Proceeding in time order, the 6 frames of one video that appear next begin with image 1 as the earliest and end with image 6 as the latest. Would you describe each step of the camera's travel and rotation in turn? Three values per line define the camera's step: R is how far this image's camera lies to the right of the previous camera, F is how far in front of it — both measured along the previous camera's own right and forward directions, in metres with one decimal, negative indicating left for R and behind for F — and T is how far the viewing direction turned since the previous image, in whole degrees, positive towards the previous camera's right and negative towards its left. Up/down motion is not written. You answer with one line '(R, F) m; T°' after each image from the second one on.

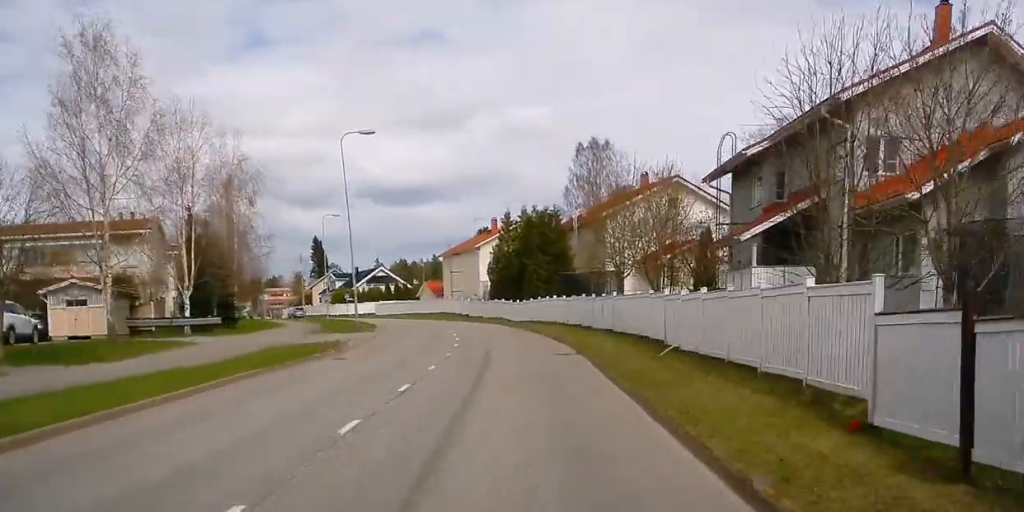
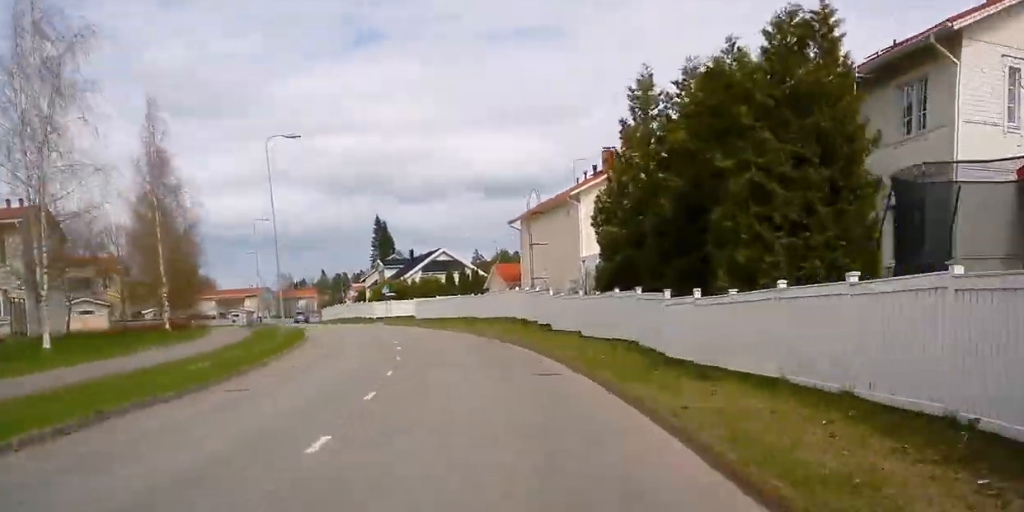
(+2.6, +37.5) m; +1°
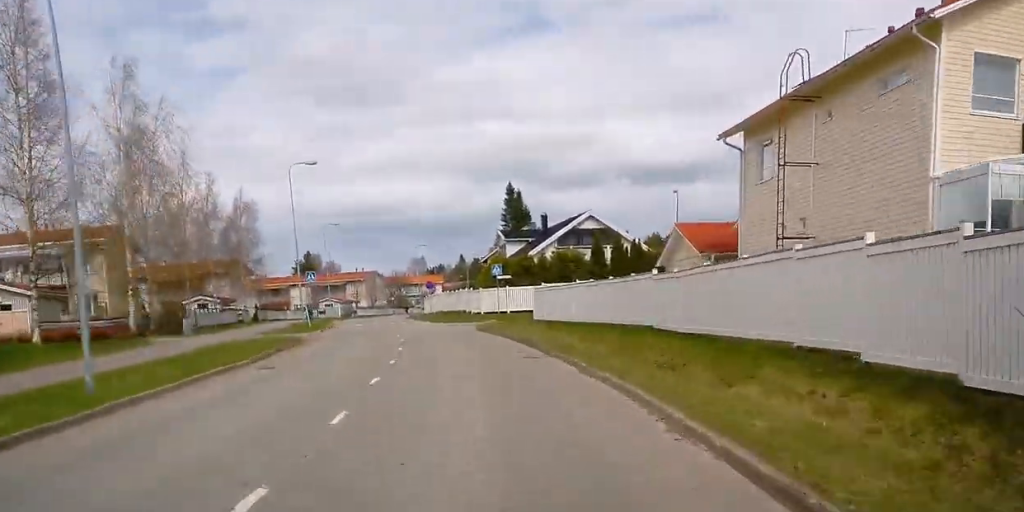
(-1.6, +26.5) m; -8°
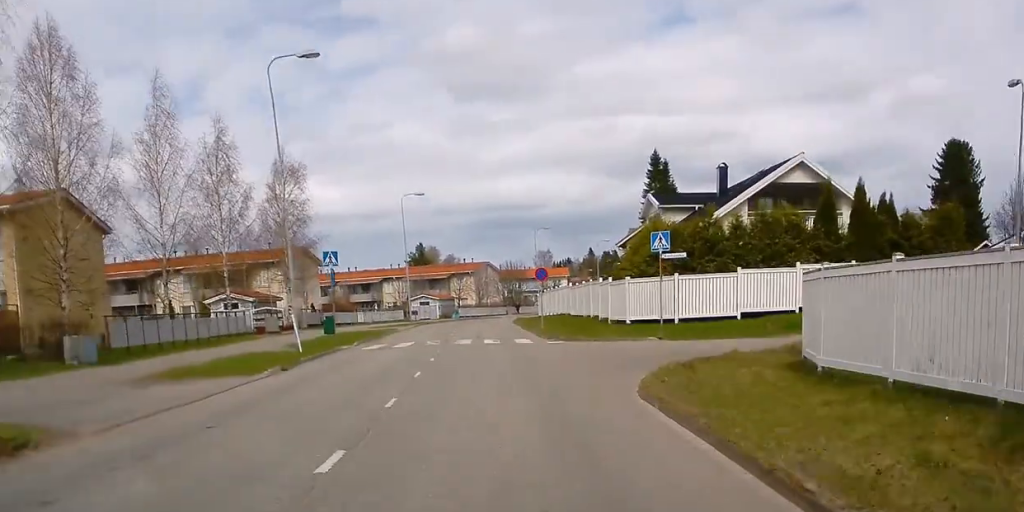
(-1.6, +23.0) m; -7°
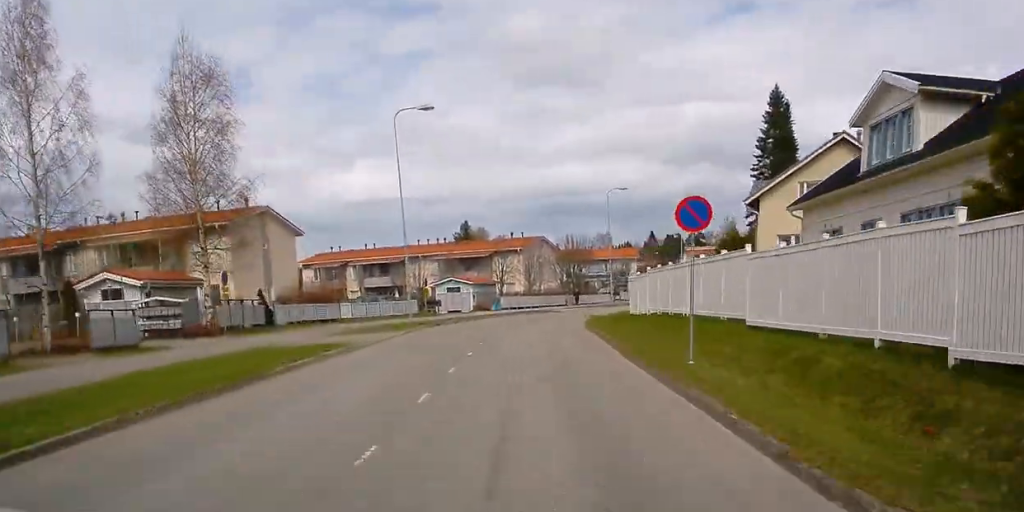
(-1.5, +25.3) m; -4°
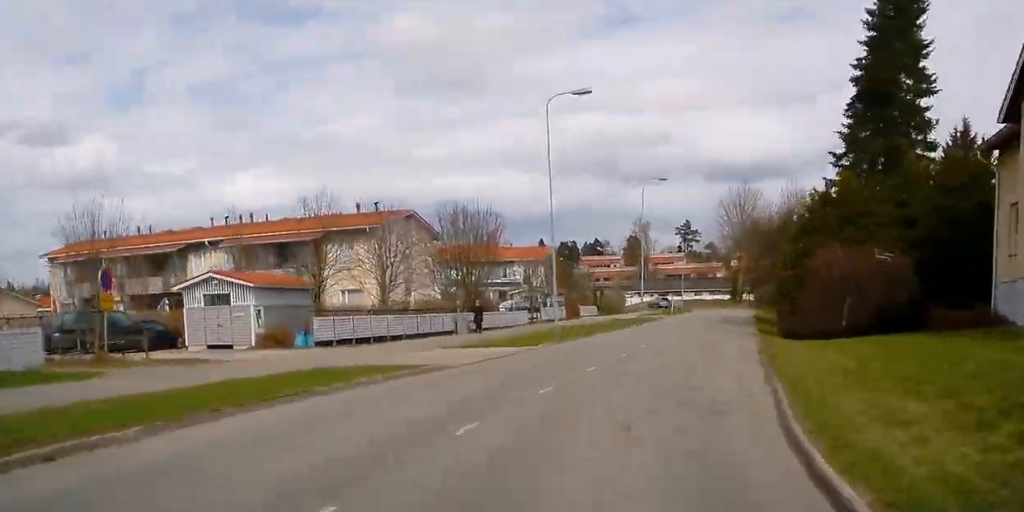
(+2.7, +37.0) m; +12°
